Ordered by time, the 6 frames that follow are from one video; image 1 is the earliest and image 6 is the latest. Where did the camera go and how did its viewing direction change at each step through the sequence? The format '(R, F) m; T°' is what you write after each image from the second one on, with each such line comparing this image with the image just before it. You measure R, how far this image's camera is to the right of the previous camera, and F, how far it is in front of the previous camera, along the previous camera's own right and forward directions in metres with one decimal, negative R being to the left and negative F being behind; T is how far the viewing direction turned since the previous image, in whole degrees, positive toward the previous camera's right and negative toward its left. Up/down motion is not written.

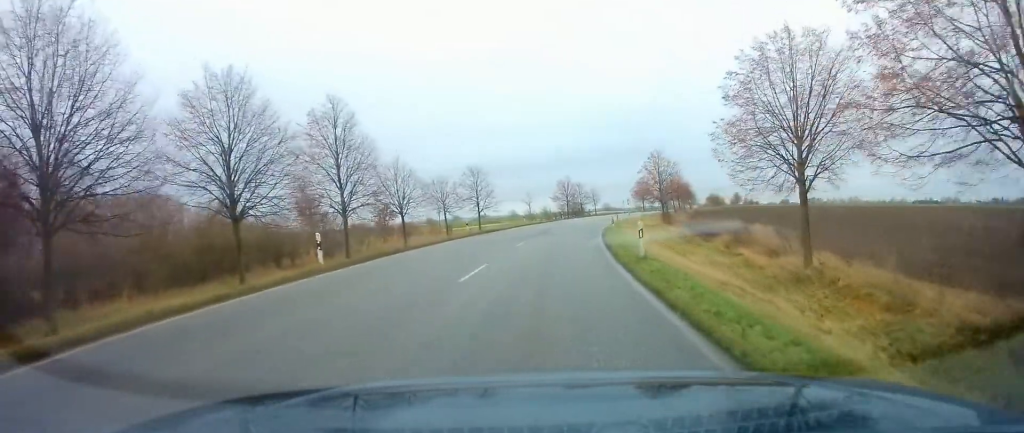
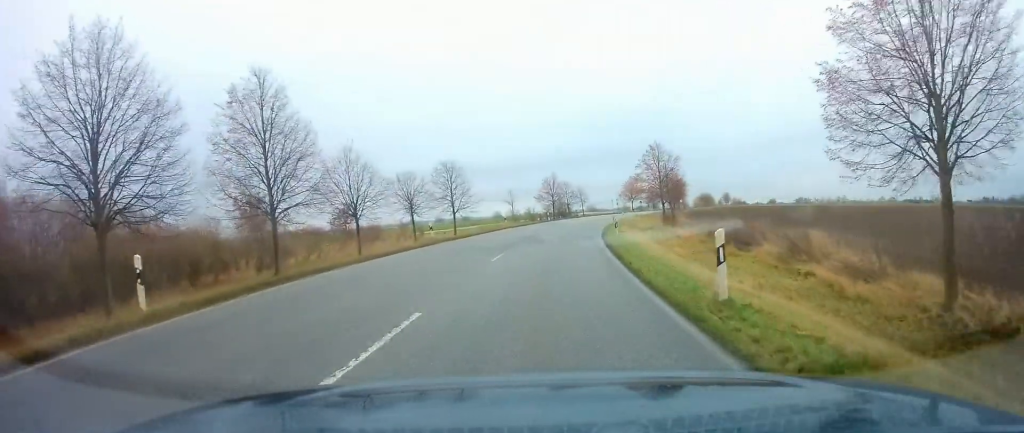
(-0.1, +7.5) m; +1°
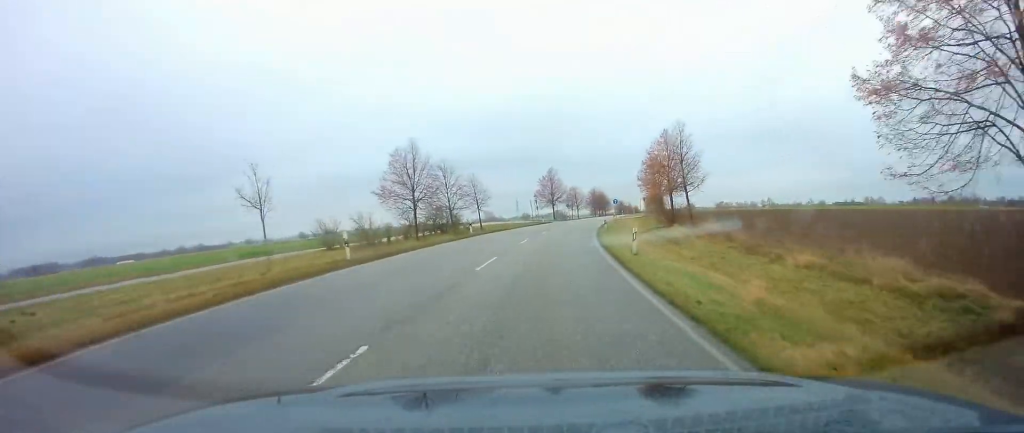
(+4.5, +49.0) m; +11°
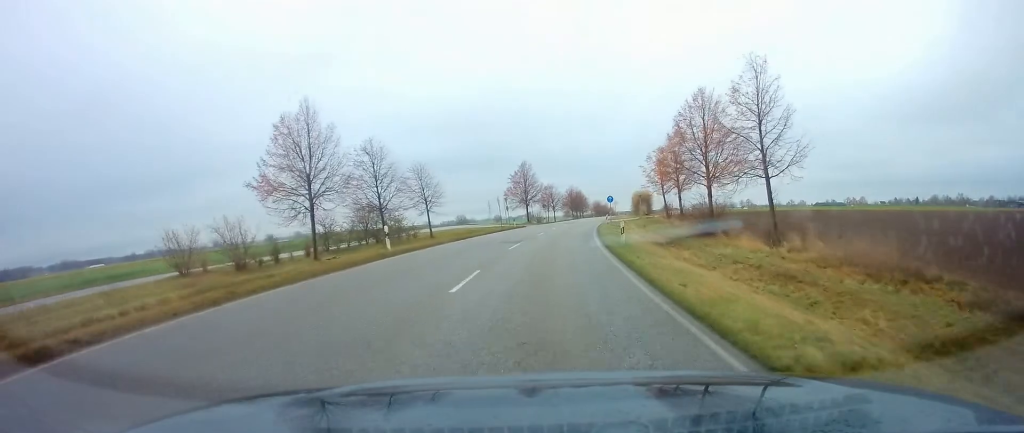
(+0.4, +15.7) m; +2°
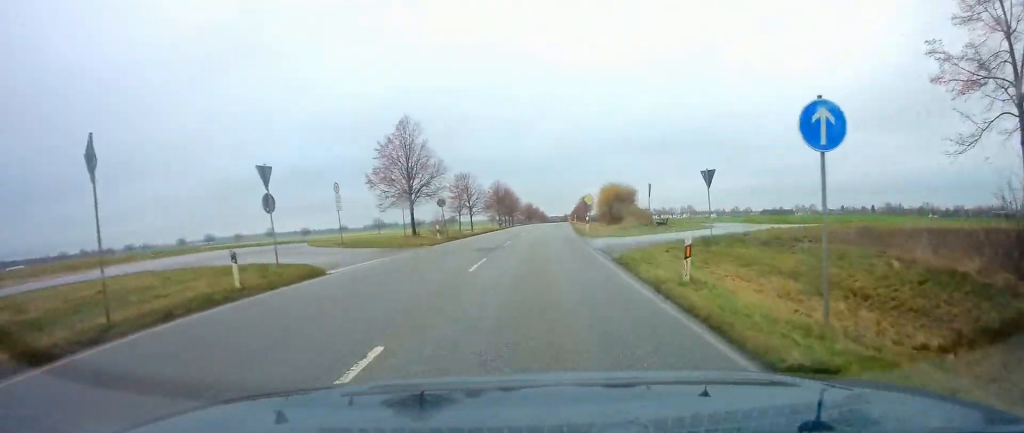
(+2.7, +43.9) m; +7°
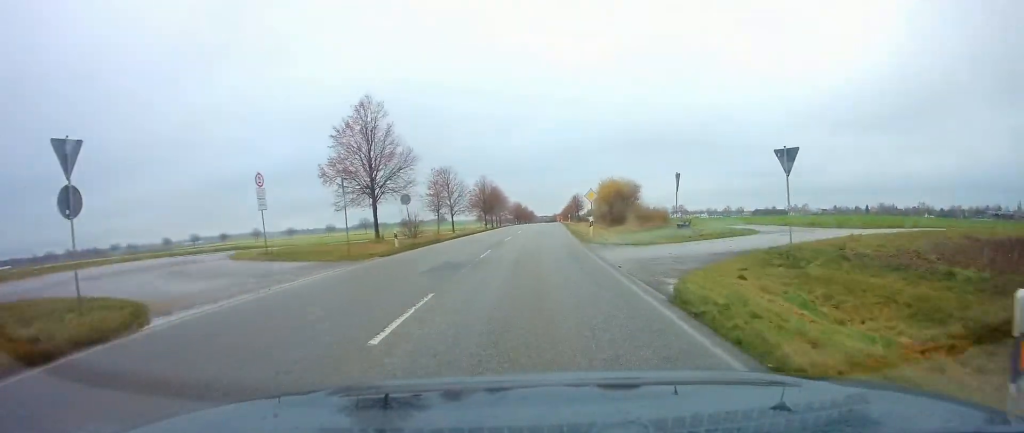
(0.0, +8.1) m; +1°
